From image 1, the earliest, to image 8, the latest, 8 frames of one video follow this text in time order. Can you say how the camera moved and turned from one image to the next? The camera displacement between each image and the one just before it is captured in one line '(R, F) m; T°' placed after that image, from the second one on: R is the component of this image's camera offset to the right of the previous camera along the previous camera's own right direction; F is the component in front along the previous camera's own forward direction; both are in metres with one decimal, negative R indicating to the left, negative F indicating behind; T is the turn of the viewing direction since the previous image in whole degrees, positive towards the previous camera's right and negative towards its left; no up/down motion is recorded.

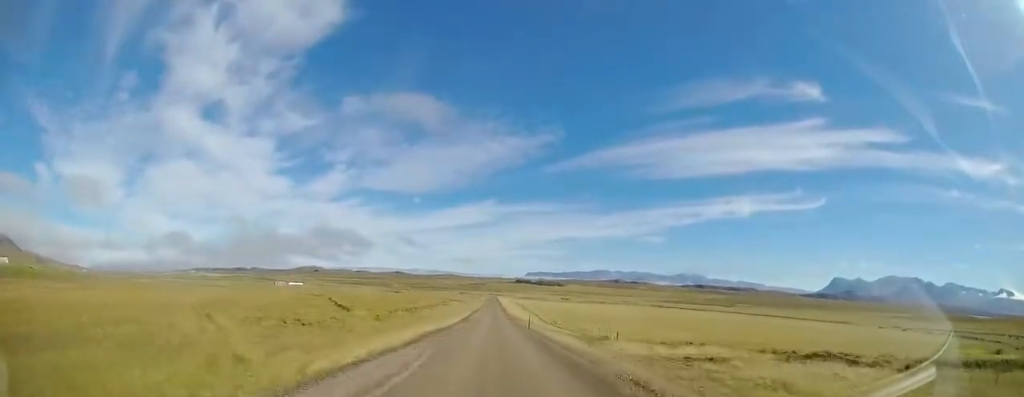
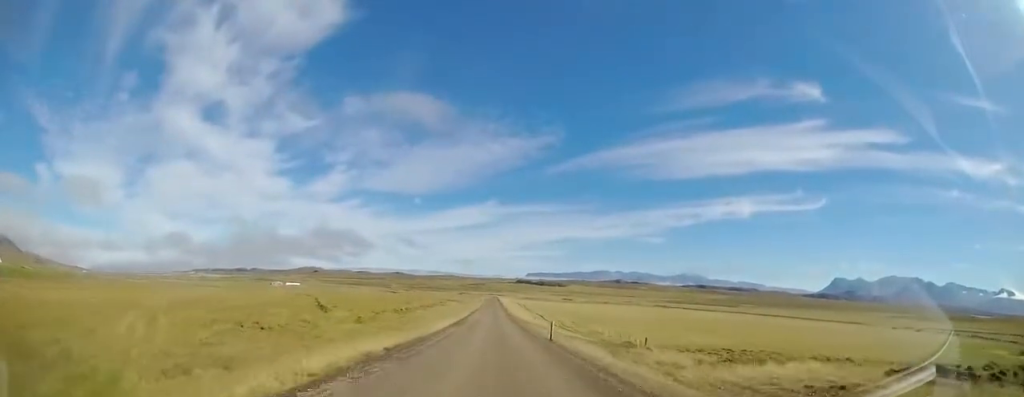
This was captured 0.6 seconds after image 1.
(+0.4, +10.0) m; 0°
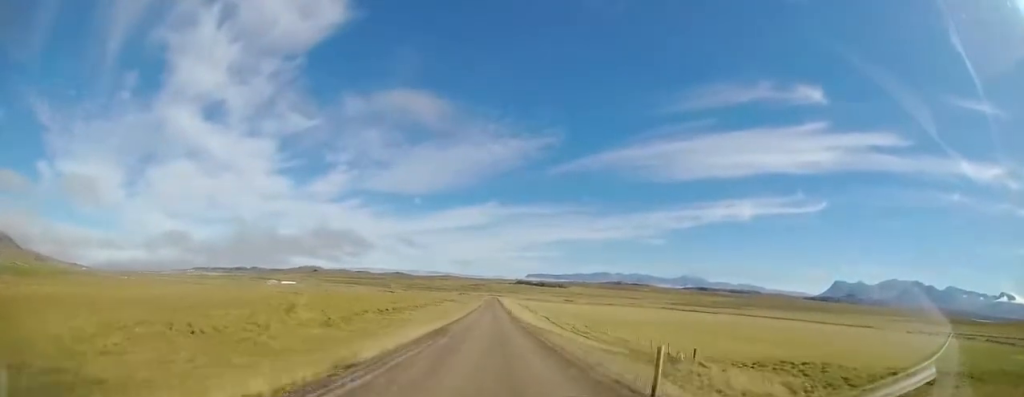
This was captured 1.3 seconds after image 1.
(+0.1, +11.2) m; -1°
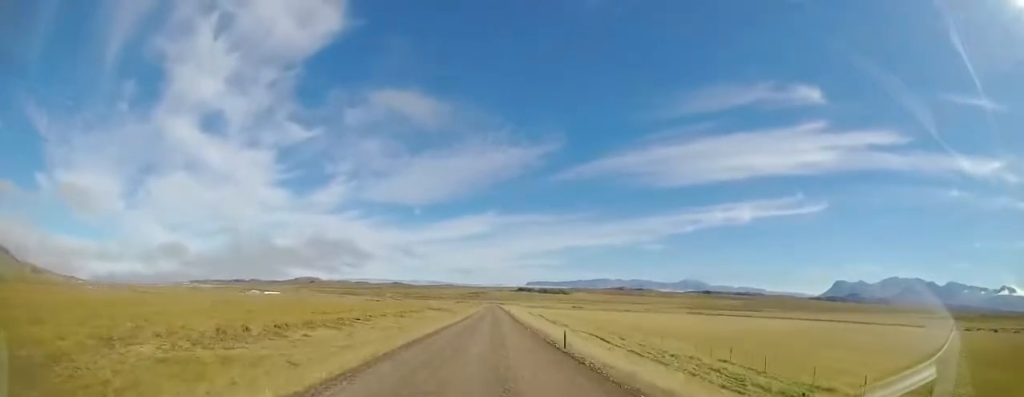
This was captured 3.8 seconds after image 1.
(-1.9, +43.3) m; -3°
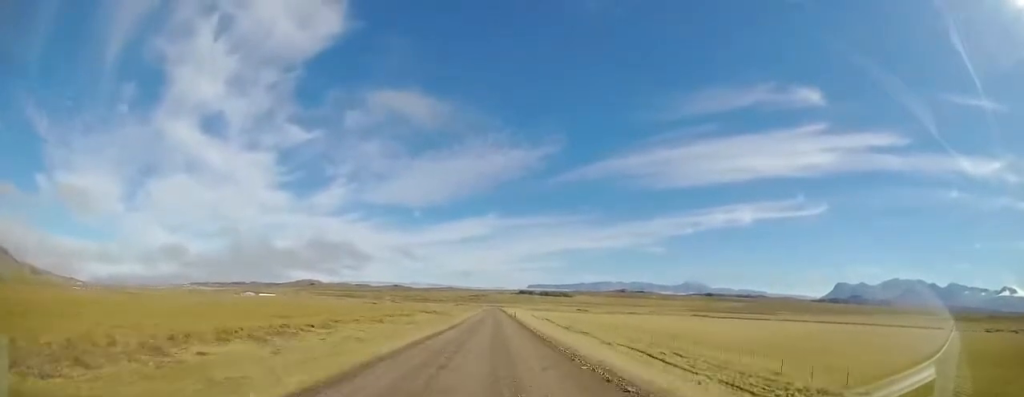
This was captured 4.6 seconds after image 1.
(-0.2, +13.8) m; 0°
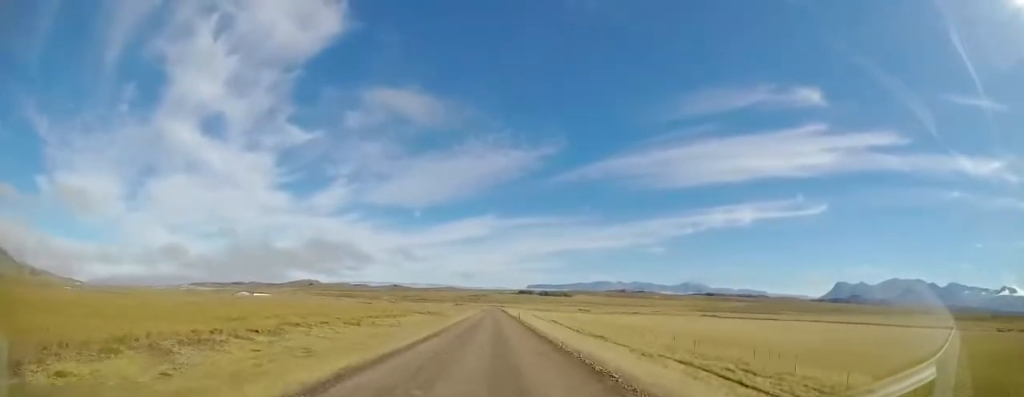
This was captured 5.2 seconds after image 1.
(-0.2, +9.8) m; 0°
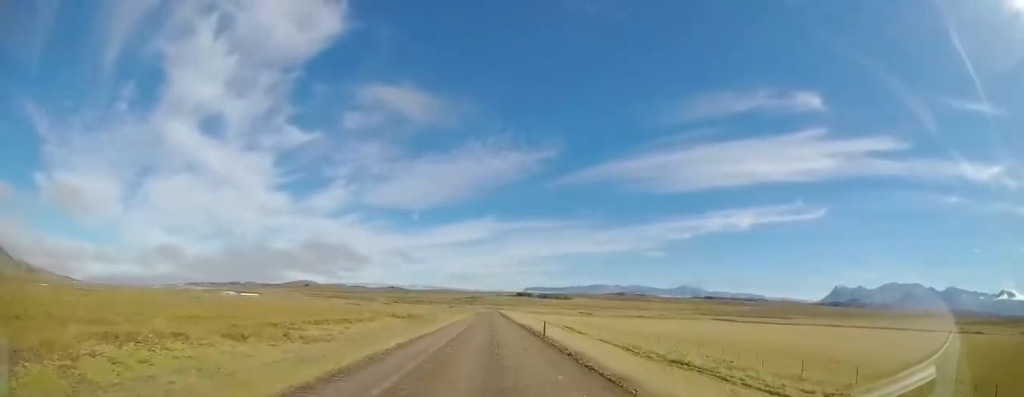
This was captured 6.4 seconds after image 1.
(+0.7, +21.9) m; +2°
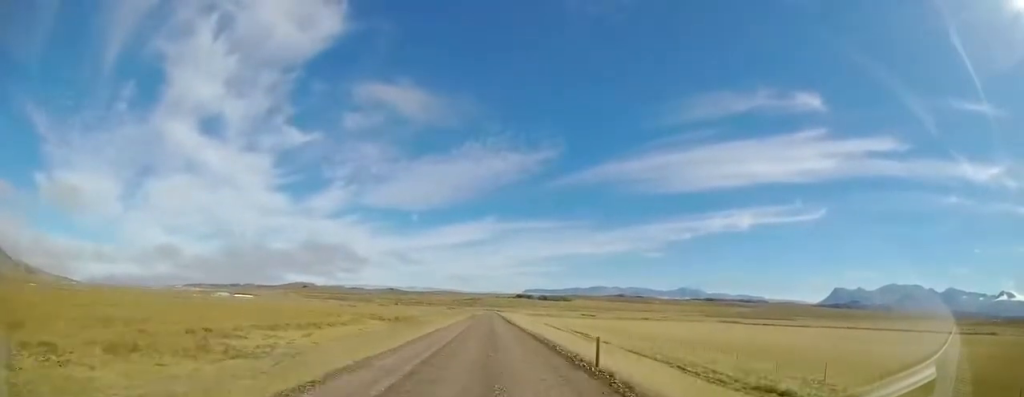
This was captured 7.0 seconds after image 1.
(0.0, +10.3) m; 0°
